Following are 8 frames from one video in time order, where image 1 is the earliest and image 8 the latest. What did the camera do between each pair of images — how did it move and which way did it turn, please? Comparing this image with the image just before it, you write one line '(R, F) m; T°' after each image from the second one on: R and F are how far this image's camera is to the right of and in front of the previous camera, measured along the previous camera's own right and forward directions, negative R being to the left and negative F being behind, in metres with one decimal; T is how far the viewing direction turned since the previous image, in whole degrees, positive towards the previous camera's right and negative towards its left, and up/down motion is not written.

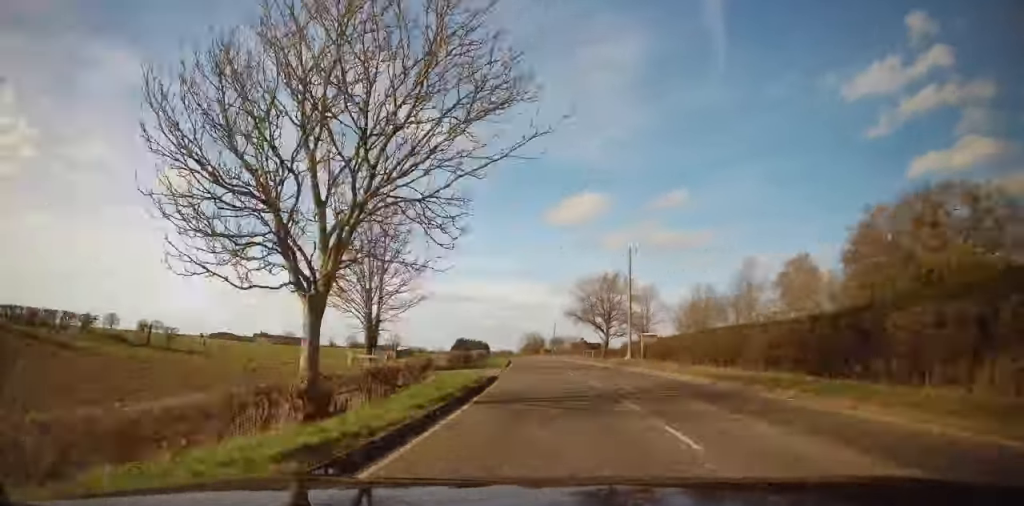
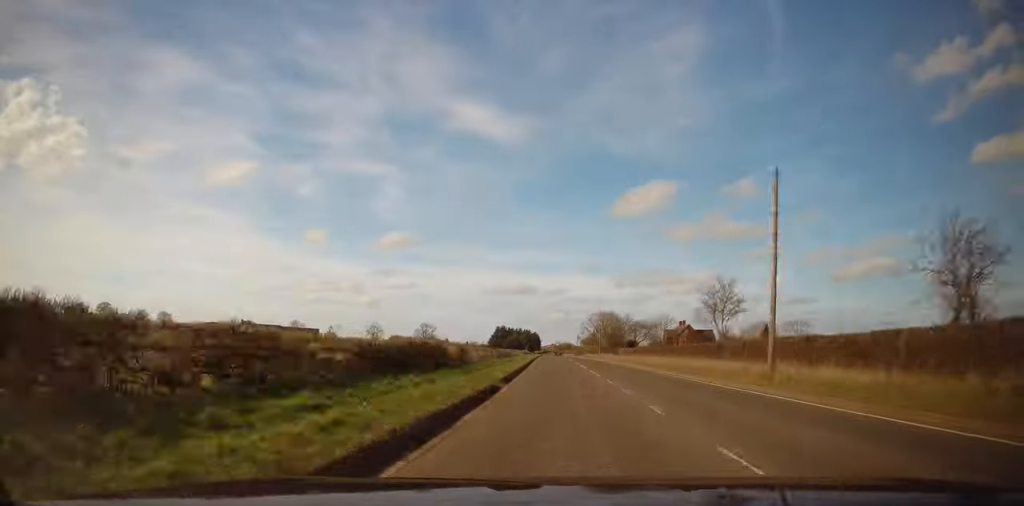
(-4.5, +89.3) m; -3°
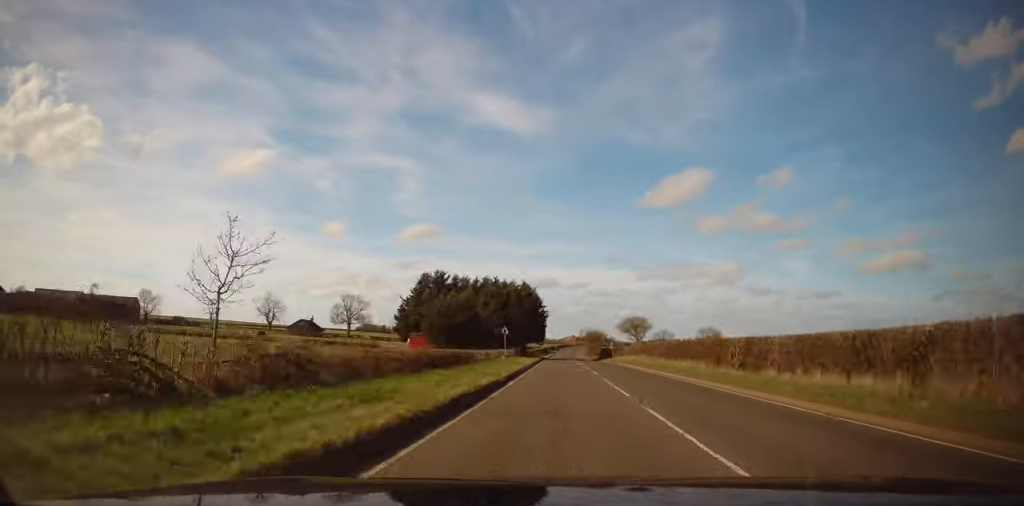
(-3.9, +181.9) m; -1°
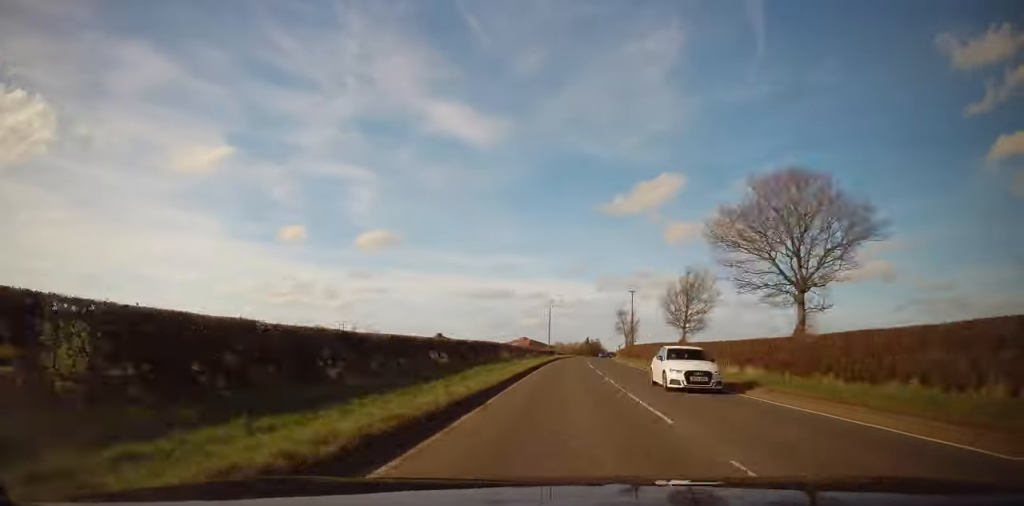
(+8.6, +200.5) m; +7°
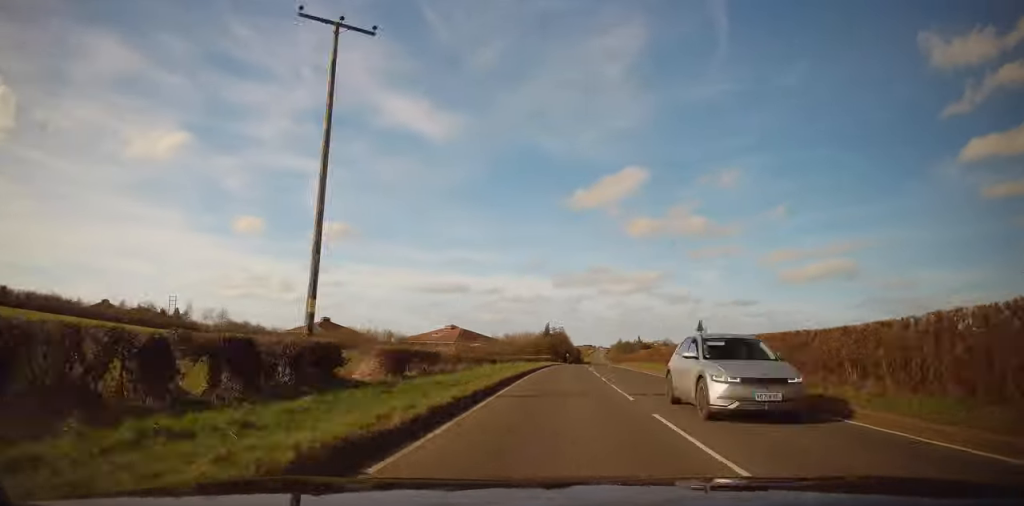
(+2.9, +86.1) m; +3°
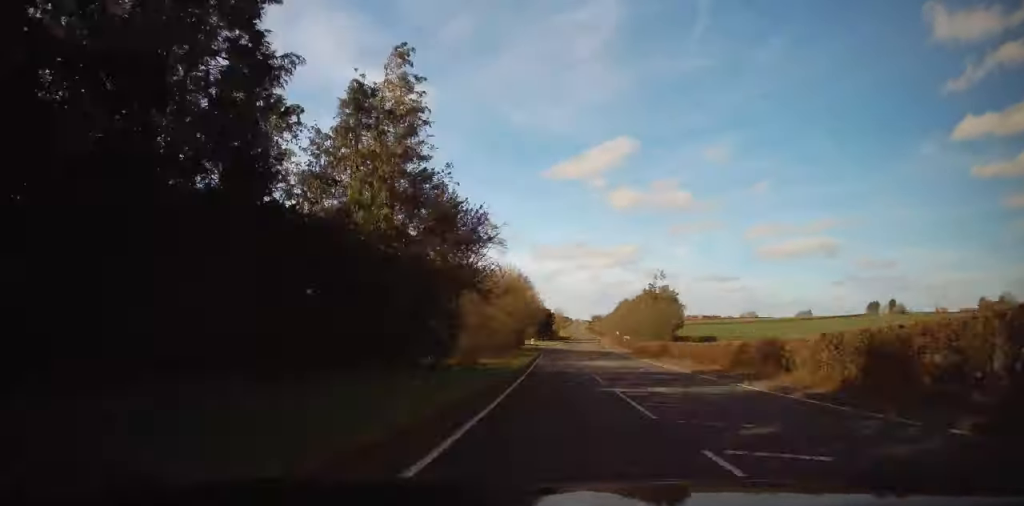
(+5.8, +142.2) m; +3°
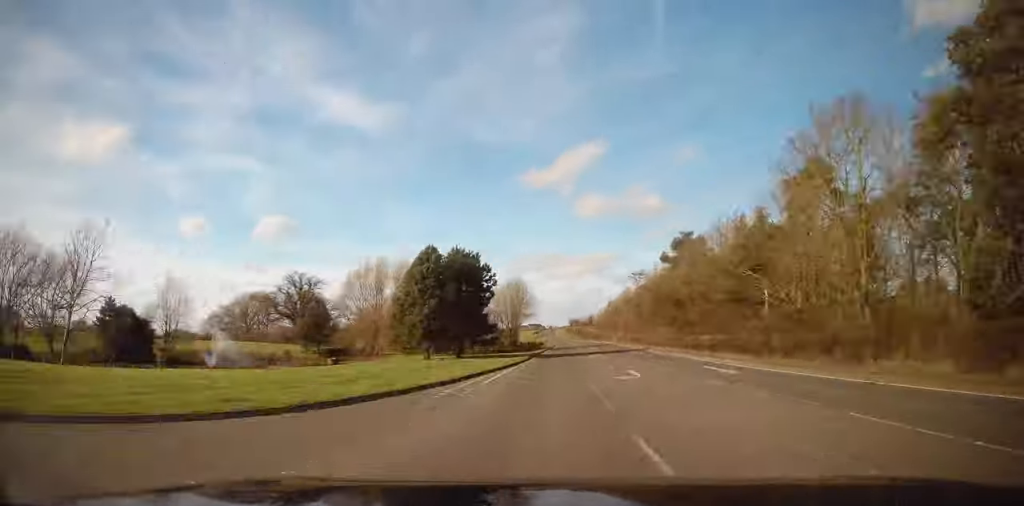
(+1.0, +98.4) m; +1°
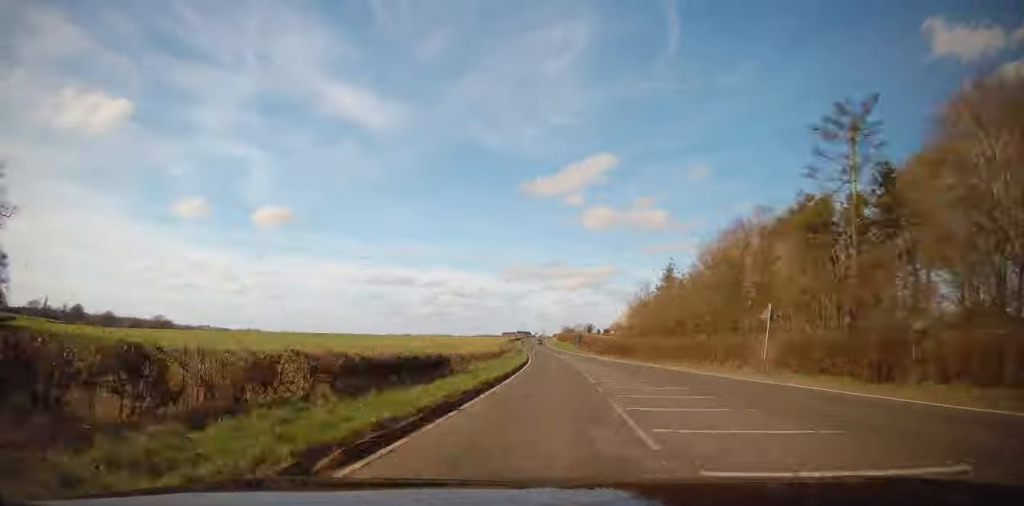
(+1.2, +89.5) m; -1°
